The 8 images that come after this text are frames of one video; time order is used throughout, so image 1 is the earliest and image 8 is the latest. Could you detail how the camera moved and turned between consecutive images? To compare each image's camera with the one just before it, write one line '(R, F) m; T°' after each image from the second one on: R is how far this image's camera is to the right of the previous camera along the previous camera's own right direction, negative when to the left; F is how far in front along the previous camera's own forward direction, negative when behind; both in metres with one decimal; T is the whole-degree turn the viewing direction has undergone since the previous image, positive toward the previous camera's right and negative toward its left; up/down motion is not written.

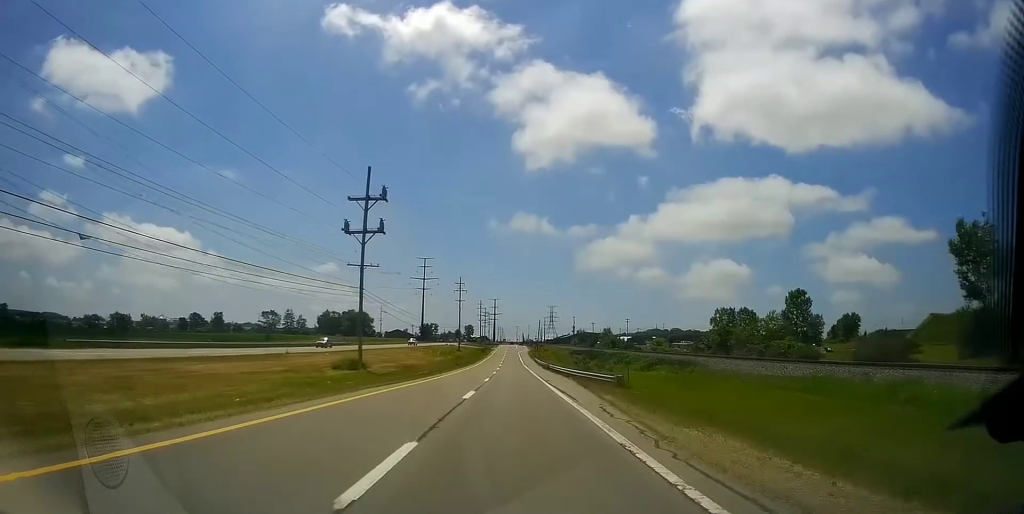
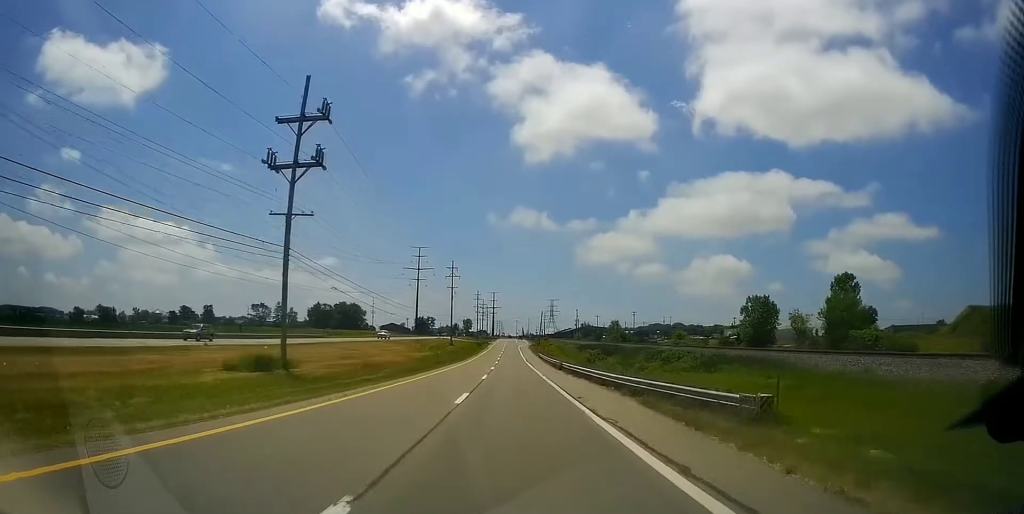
(+0.3, +18.2) m; +1°
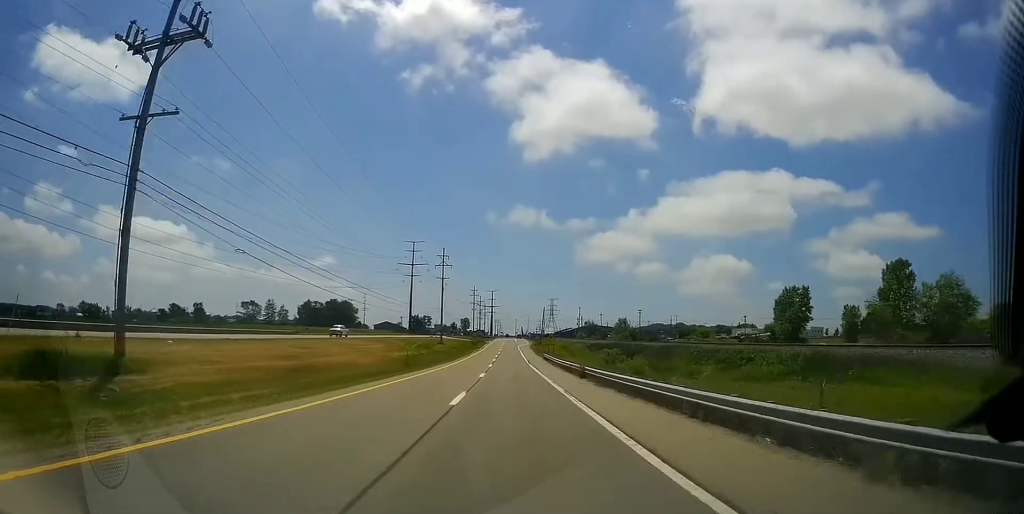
(0.0, +16.6) m; 0°
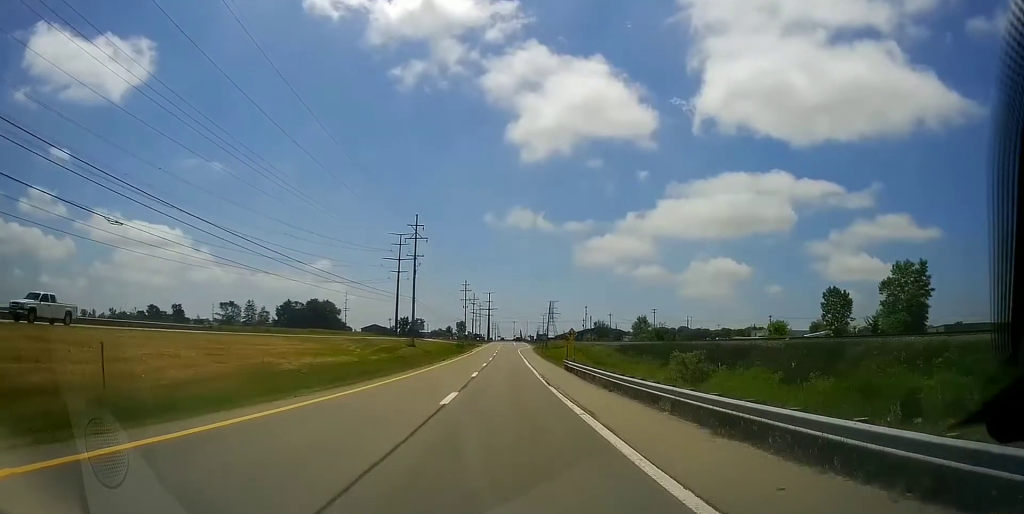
(-0.4, +30.9) m; 0°
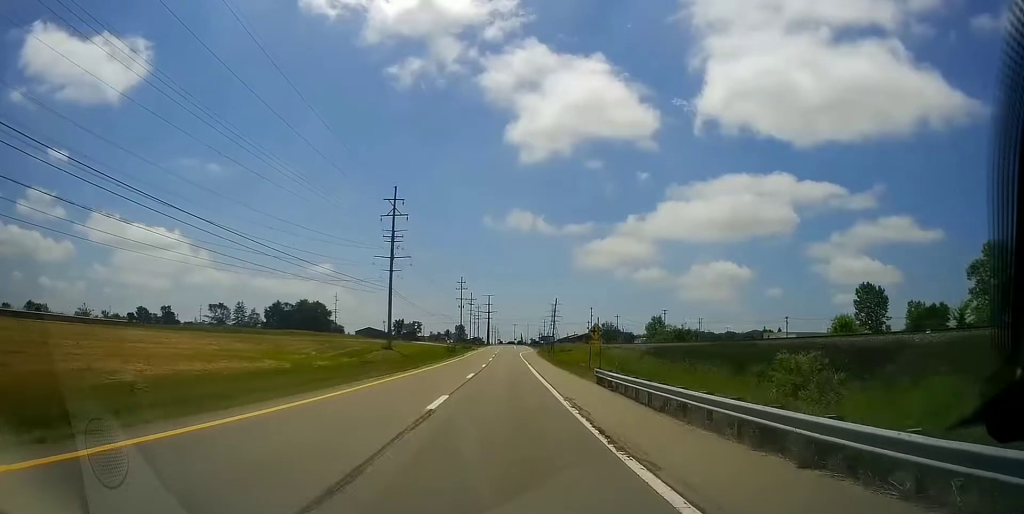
(+0.3, +16.6) m; 0°
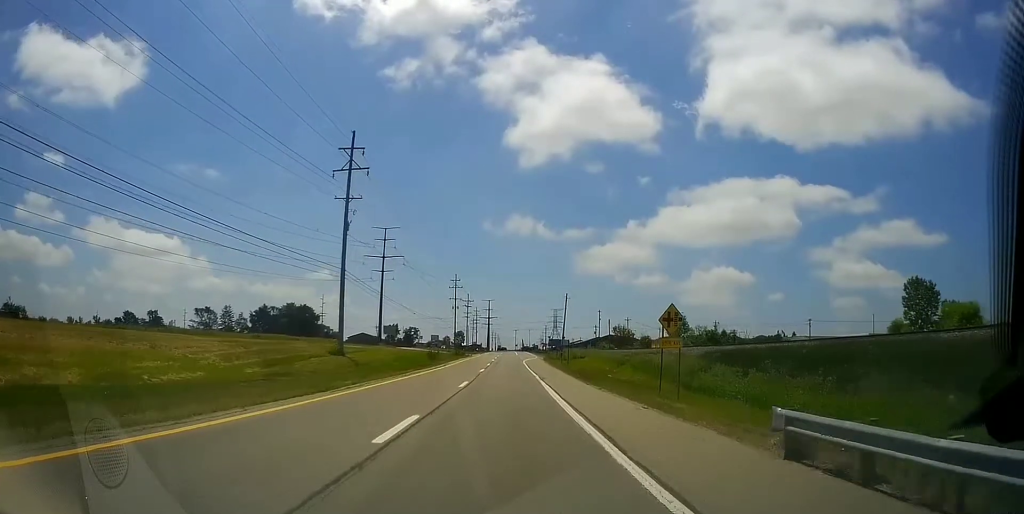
(-0.1, +19.7) m; -1°
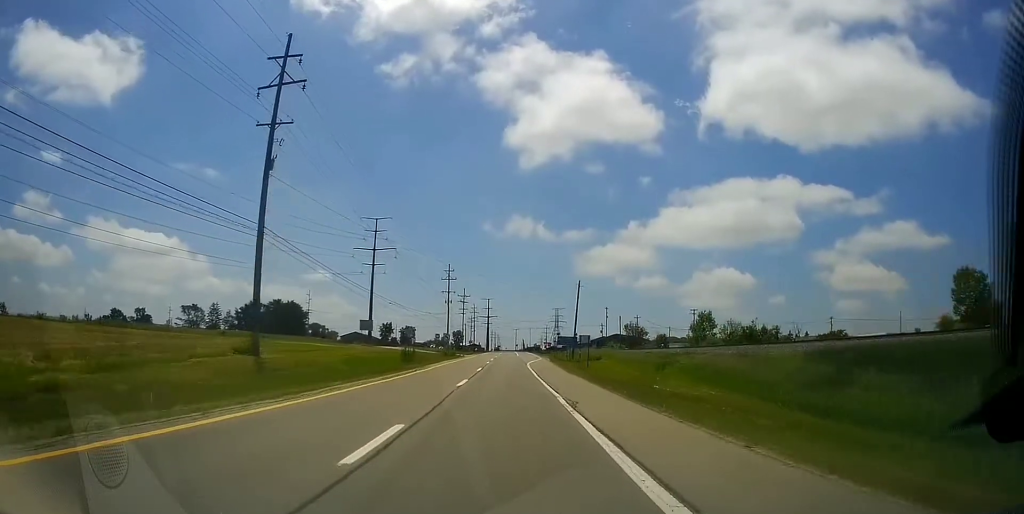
(-0.1, +16.8) m; 0°
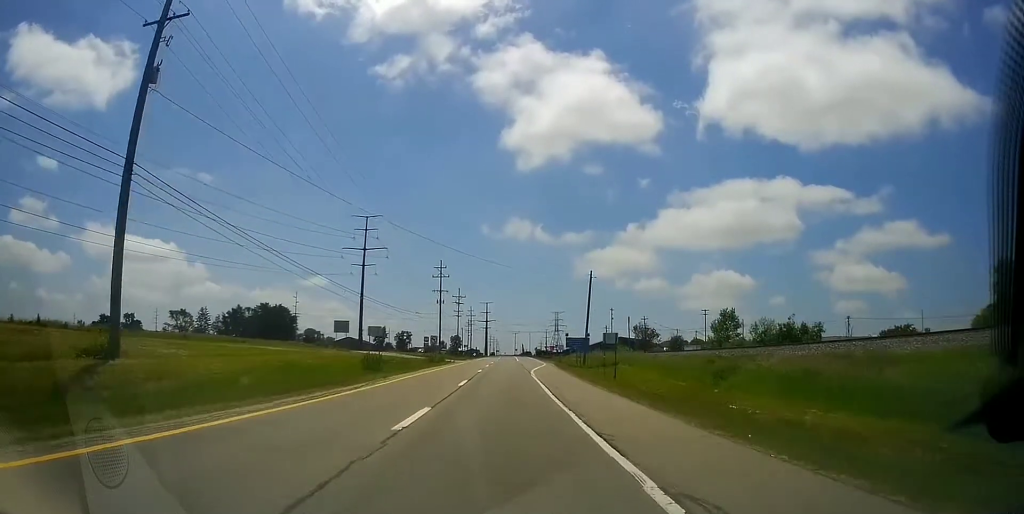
(-0.2, +12.4) m; 0°
